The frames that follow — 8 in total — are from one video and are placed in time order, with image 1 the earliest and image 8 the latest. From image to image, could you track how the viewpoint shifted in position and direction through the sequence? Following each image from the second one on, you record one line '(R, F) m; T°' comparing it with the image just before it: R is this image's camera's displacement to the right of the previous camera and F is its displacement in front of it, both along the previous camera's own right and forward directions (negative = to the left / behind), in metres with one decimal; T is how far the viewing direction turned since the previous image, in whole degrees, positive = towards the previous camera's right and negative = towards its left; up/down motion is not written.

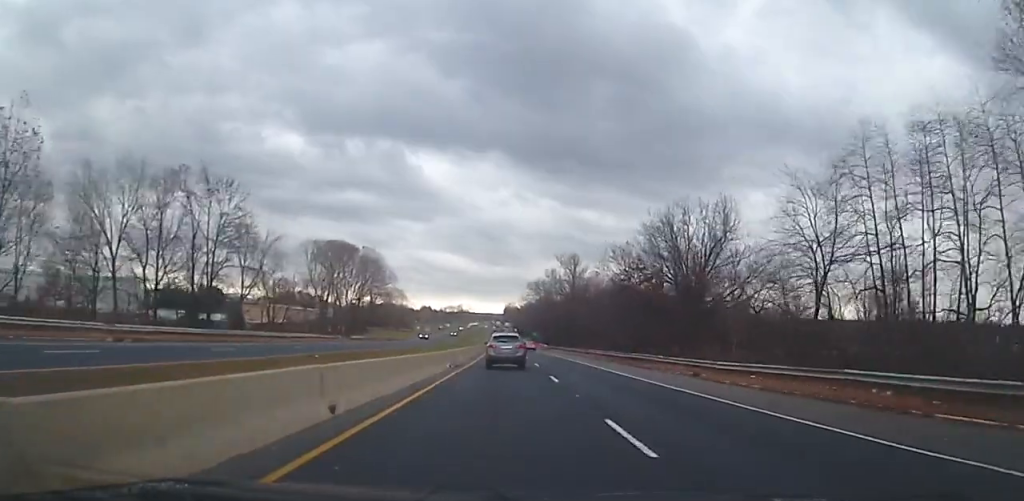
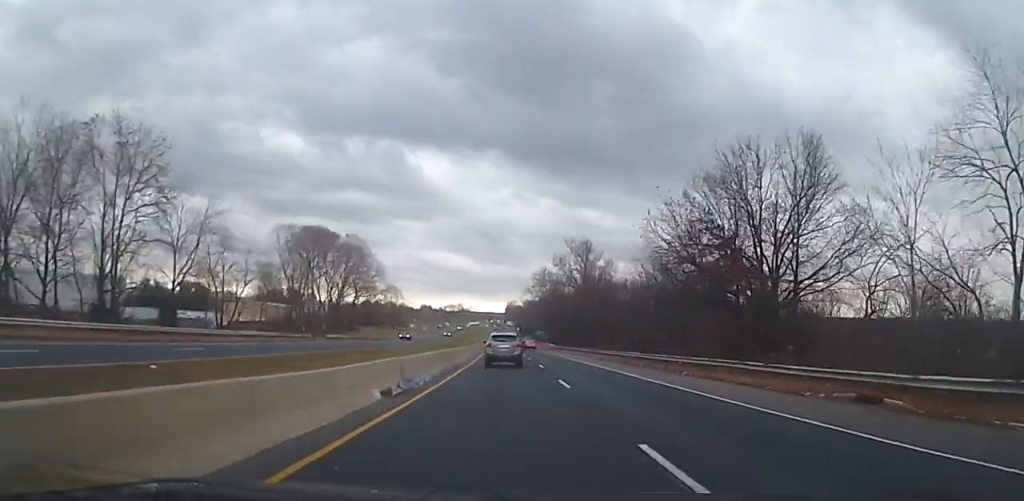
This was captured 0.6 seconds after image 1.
(0.0, +14.7) m; 0°
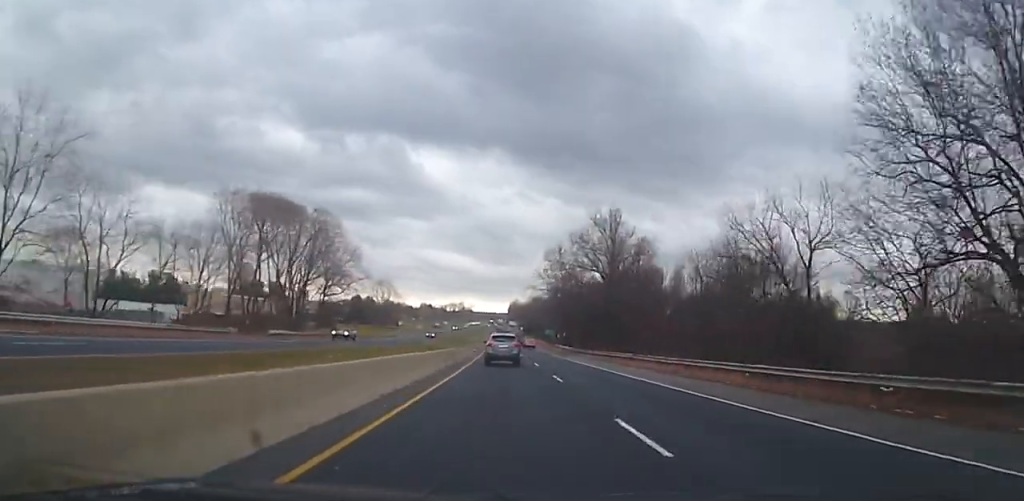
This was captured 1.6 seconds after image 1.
(-0.1, +21.8) m; -1°
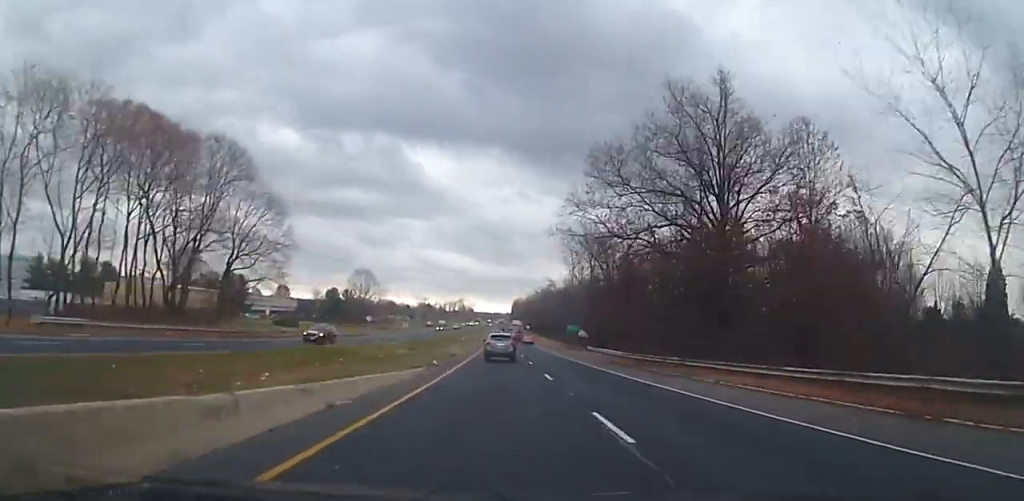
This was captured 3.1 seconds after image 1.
(-0.5, +36.1) m; 0°
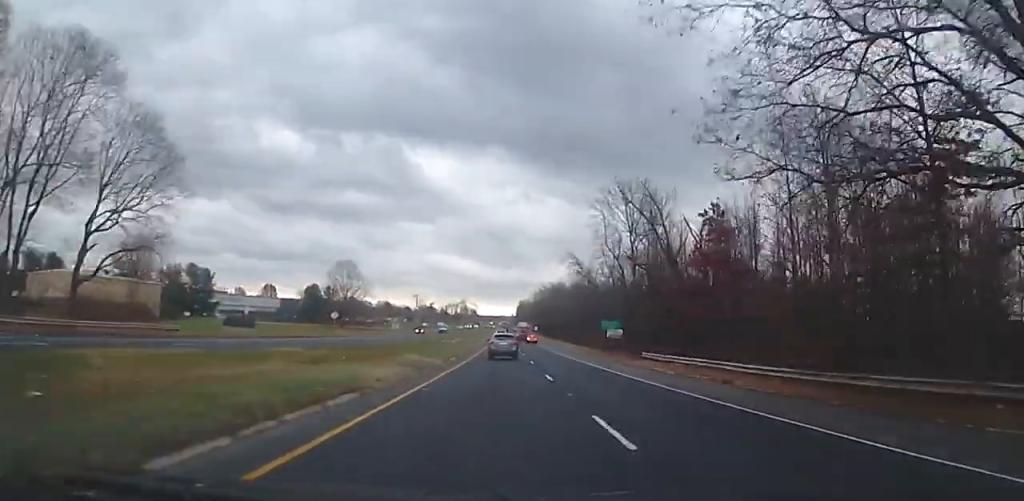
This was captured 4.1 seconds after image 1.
(+0.1, +24.6) m; 0°
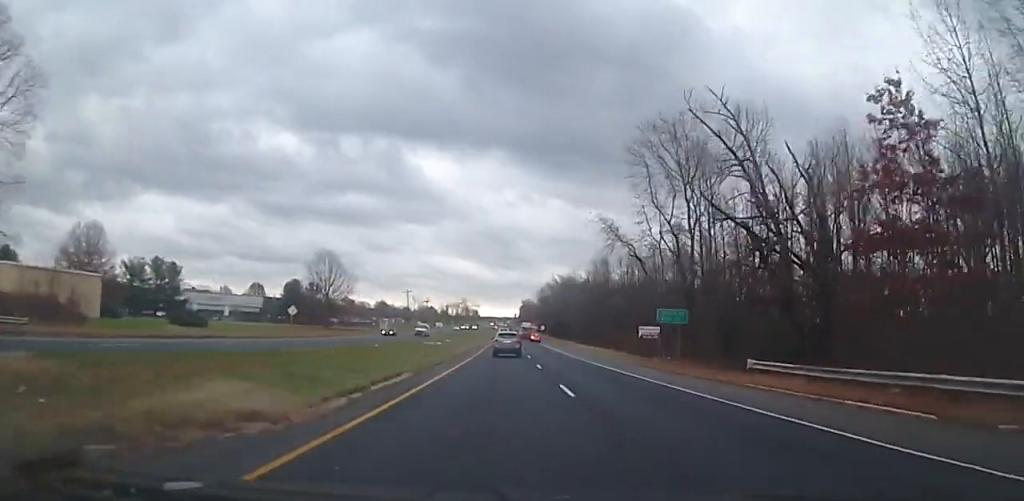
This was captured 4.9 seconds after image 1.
(0.0, +17.8) m; 0°
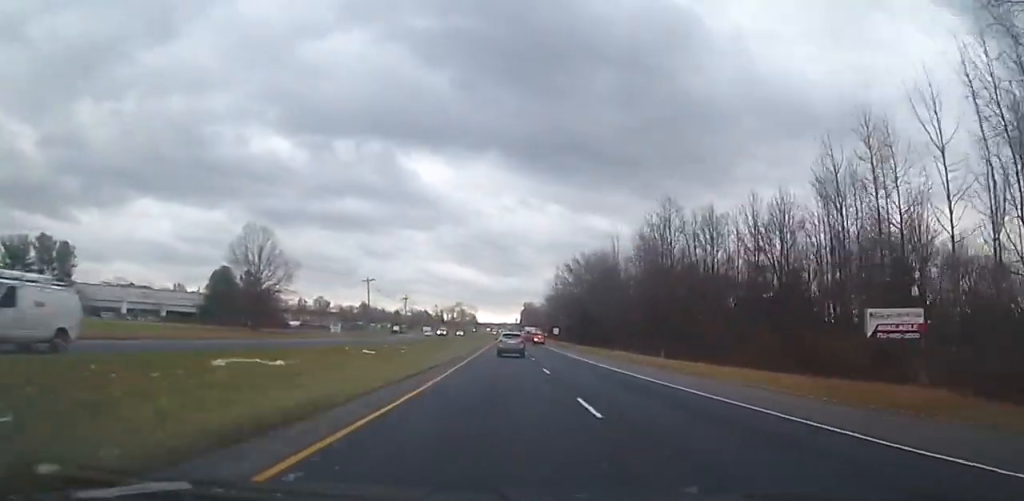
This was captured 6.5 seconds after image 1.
(-0.3, +39.9) m; -1°
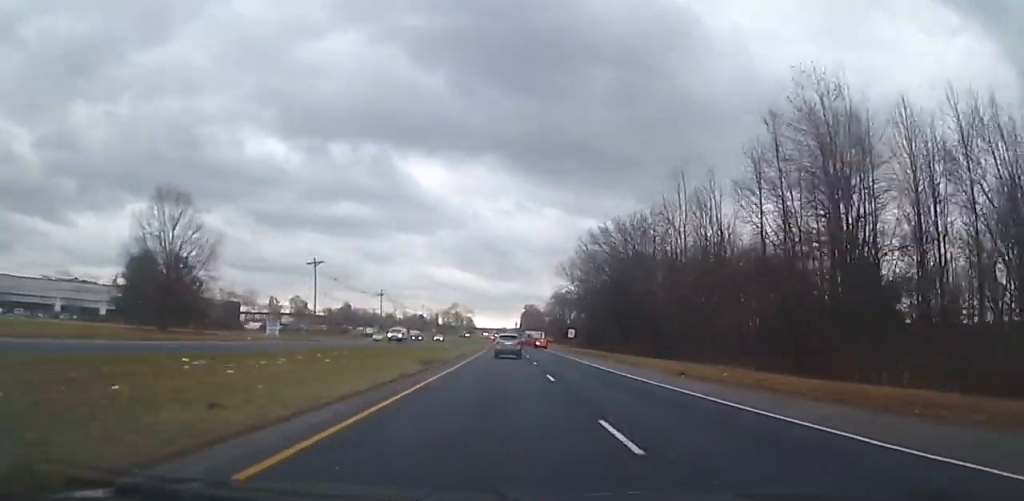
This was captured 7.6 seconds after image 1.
(+0.1, +28.0) m; 0°
